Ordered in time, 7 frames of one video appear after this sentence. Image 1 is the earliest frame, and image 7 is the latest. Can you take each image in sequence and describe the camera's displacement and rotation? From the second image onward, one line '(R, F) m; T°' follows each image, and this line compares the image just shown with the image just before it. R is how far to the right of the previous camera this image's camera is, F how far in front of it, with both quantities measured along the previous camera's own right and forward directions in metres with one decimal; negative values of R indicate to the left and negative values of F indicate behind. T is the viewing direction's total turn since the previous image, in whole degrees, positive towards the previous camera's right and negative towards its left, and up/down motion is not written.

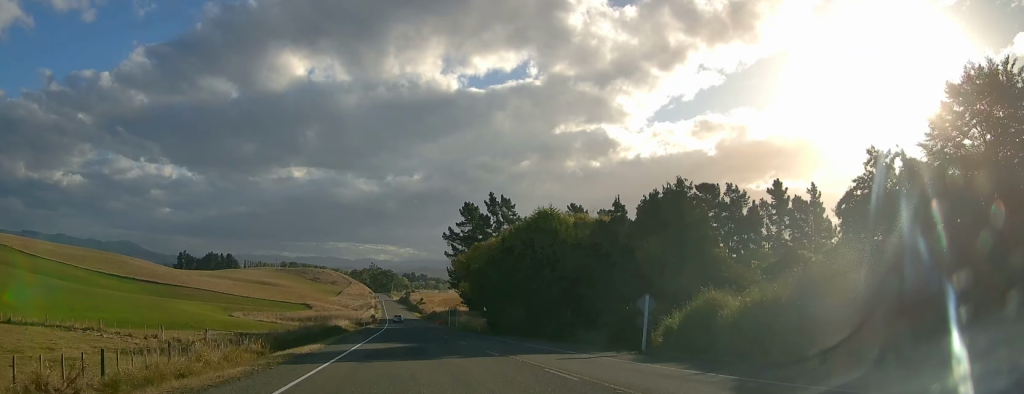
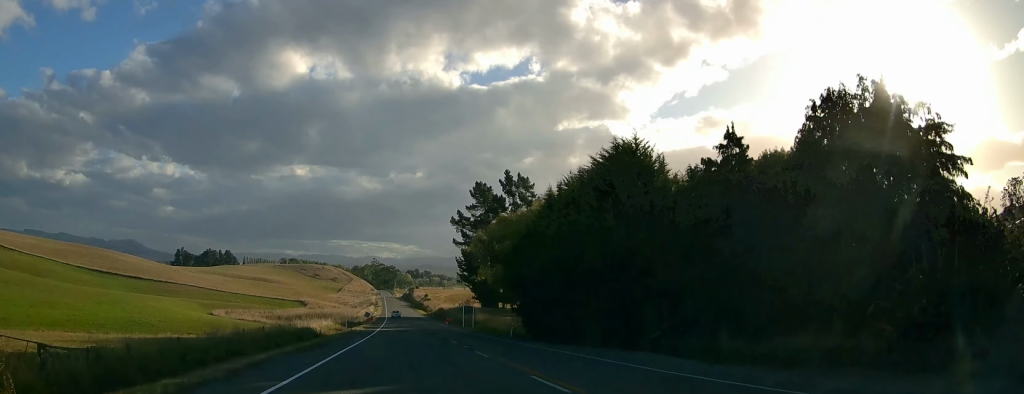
(+0.1, +22.5) m; +1°
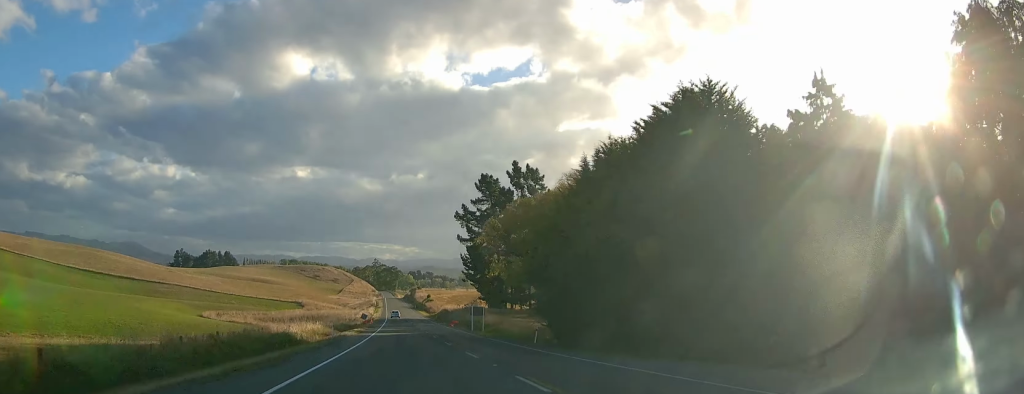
(+0.3, +9.7) m; 0°
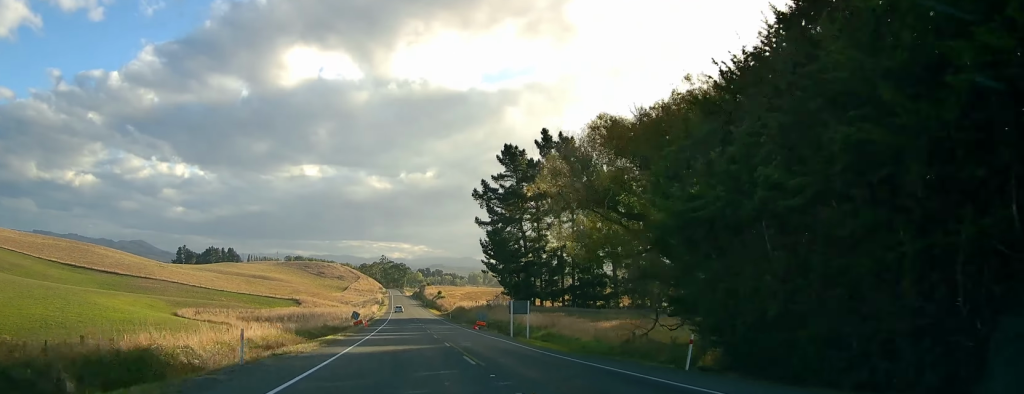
(-0.6, +23.2) m; -2°
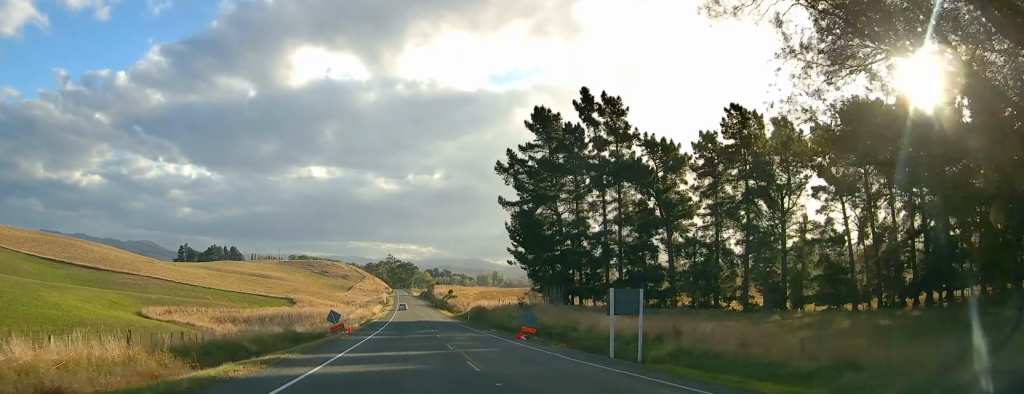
(-0.1, +22.1) m; -1°
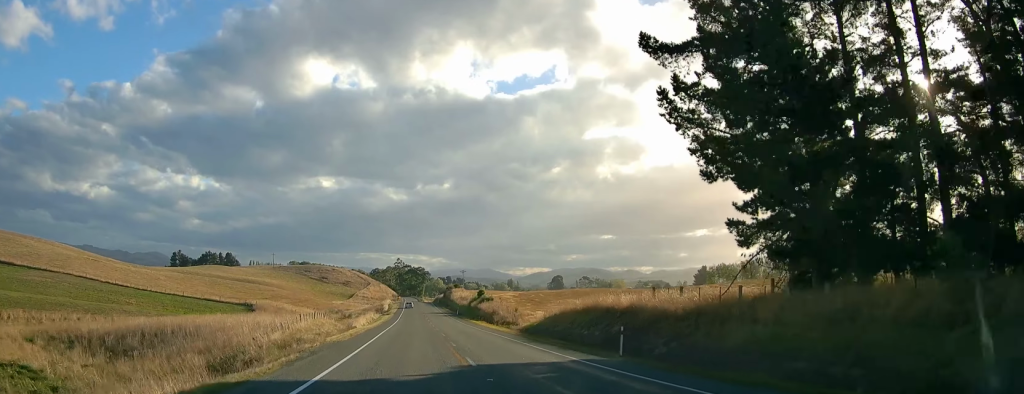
(-0.4, +58.6) m; -2°
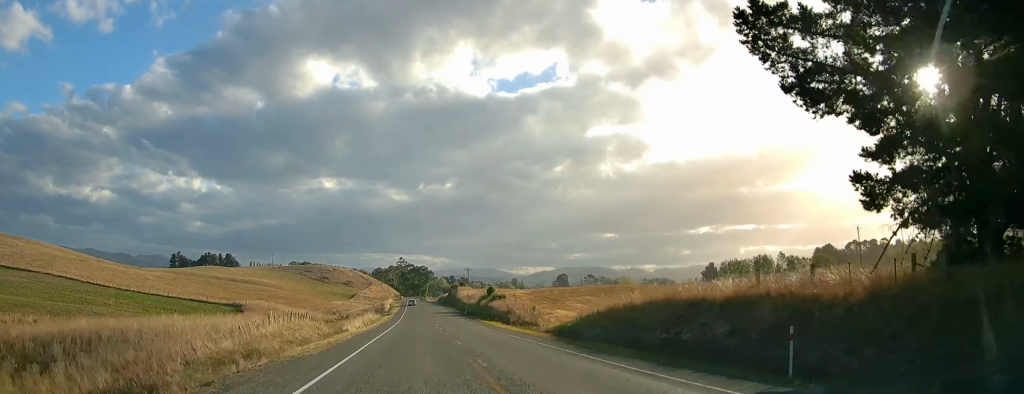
(0.0, +11.2) m; 0°
